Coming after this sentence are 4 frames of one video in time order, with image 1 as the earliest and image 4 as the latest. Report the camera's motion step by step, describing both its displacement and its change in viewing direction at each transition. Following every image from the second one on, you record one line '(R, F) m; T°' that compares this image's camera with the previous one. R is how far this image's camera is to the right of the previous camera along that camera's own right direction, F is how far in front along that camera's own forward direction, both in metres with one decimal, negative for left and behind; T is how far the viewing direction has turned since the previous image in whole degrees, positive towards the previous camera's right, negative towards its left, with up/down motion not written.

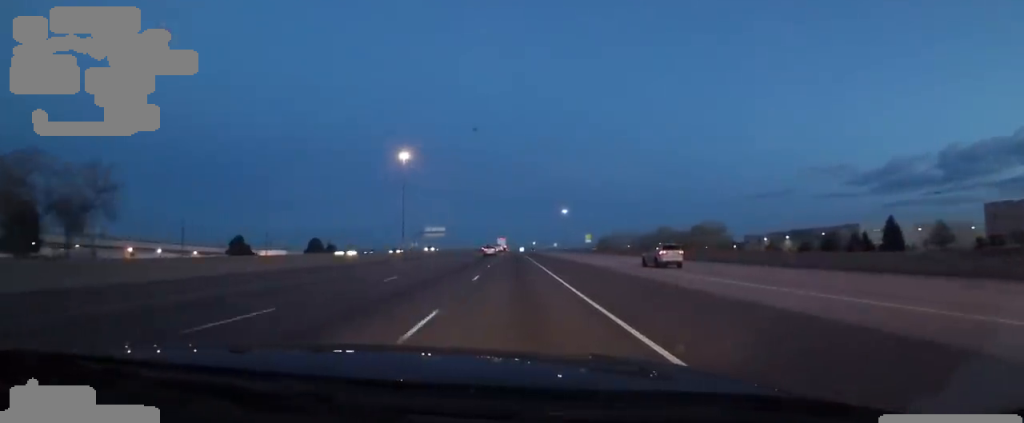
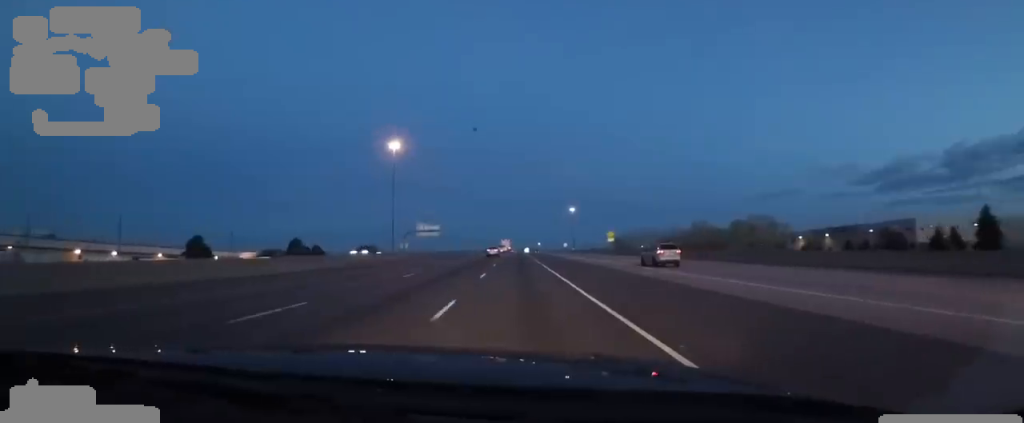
(+0.1, +22.9) m; 0°
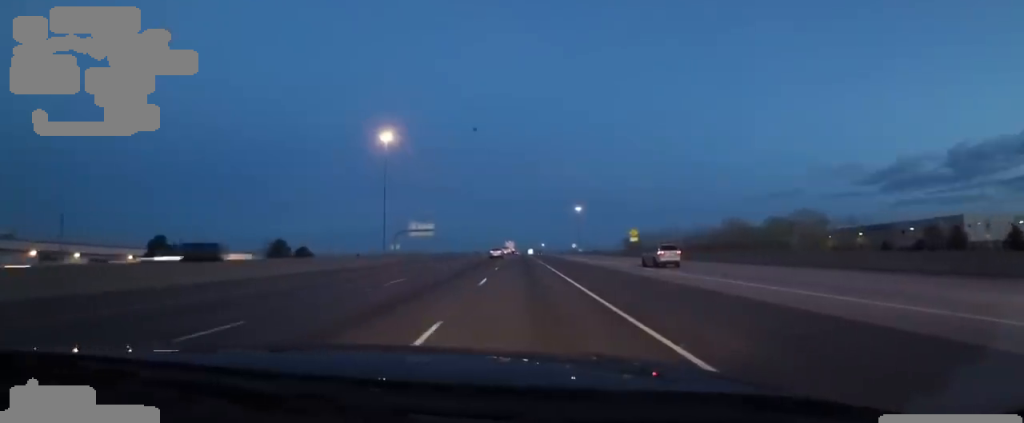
(0.0, +16.2) m; -1°
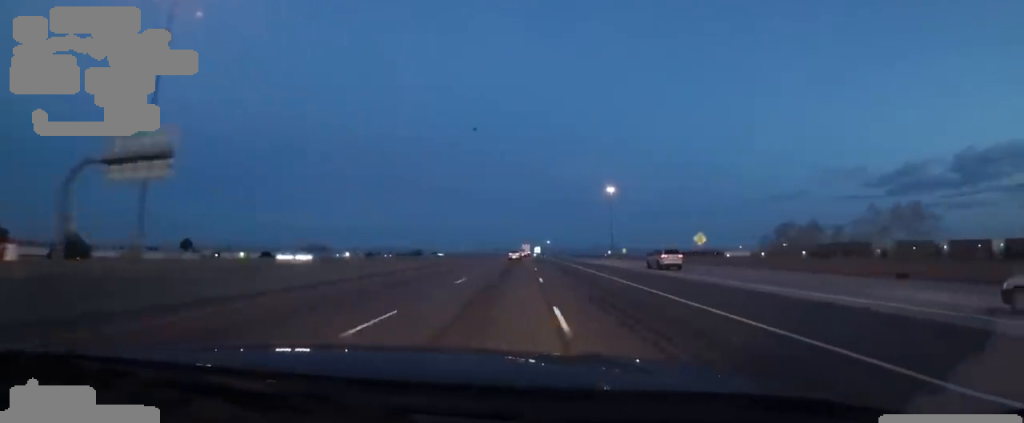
(-2.2, +106.8) m; -2°
